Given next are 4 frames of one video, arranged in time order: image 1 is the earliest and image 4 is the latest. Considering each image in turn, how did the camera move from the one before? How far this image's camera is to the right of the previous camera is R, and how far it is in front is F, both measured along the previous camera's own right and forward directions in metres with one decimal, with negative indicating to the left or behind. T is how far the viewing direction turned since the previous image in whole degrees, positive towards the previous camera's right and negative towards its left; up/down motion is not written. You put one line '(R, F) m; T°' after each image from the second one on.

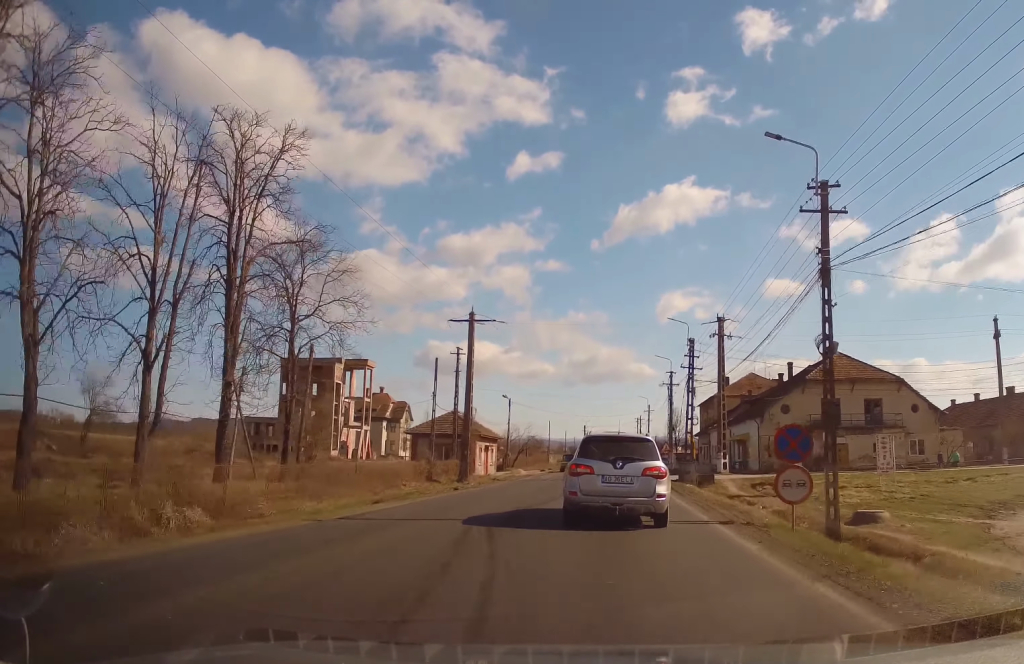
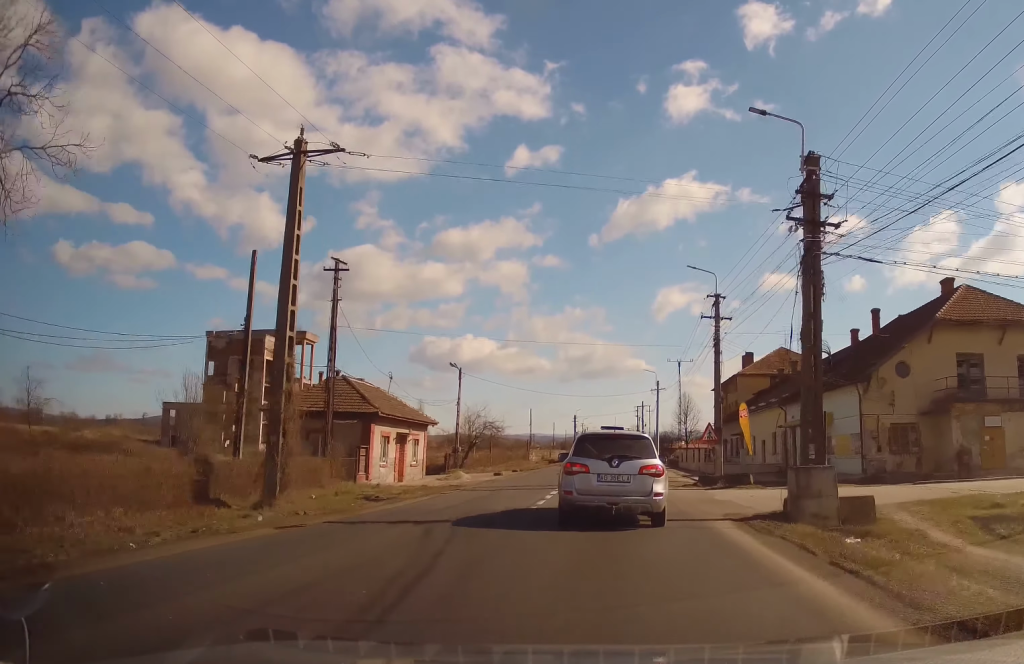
(0.0, +24.0) m; +1°
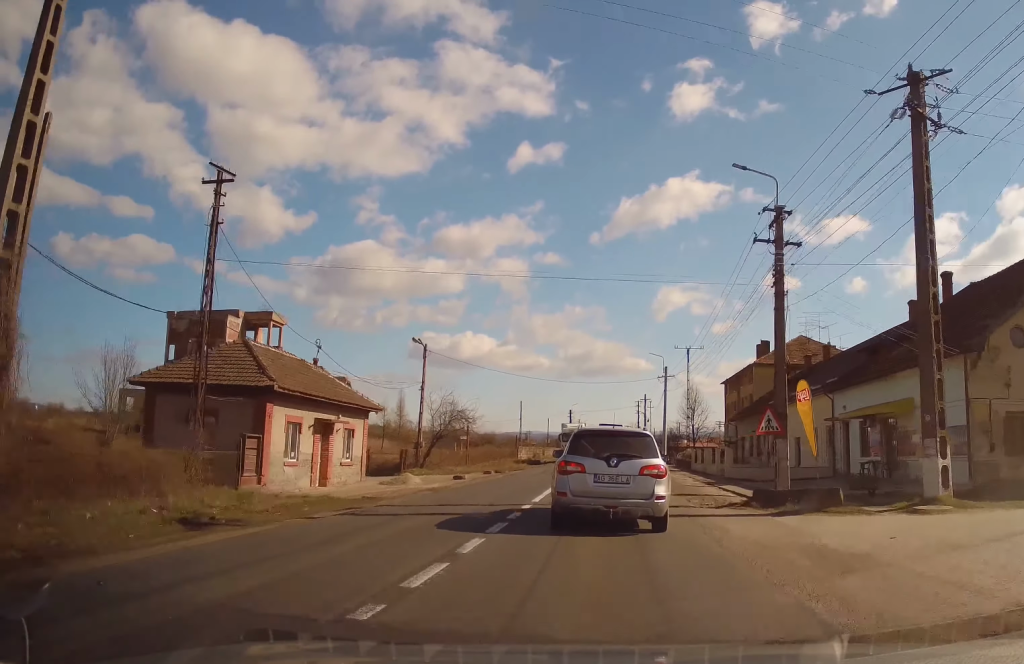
(+0.1, +9.9) m; +1°
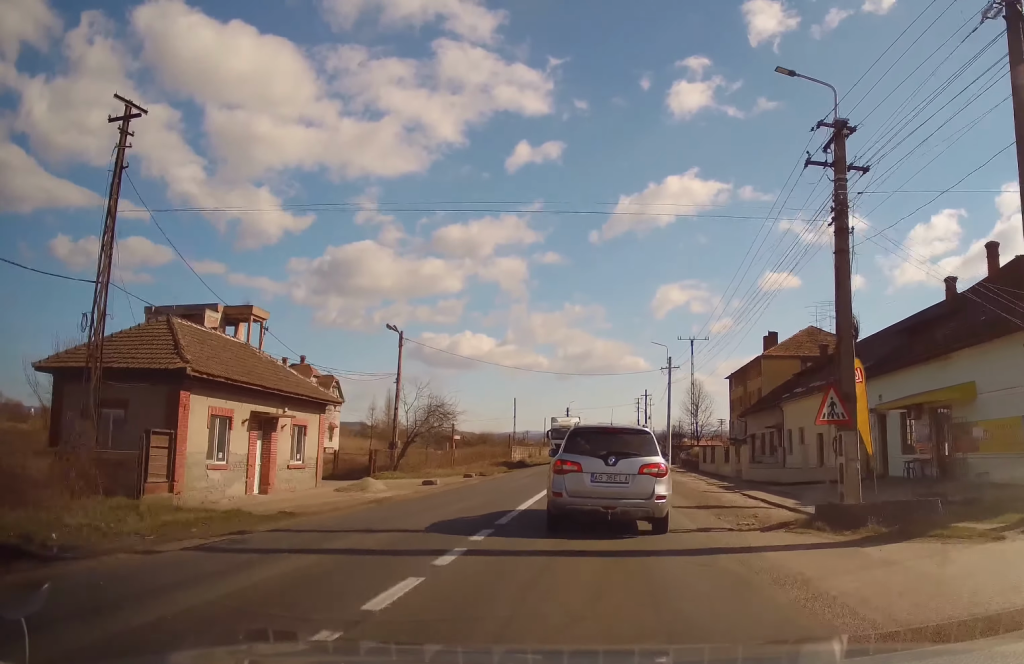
(0.0, +4.8) m; 0°
